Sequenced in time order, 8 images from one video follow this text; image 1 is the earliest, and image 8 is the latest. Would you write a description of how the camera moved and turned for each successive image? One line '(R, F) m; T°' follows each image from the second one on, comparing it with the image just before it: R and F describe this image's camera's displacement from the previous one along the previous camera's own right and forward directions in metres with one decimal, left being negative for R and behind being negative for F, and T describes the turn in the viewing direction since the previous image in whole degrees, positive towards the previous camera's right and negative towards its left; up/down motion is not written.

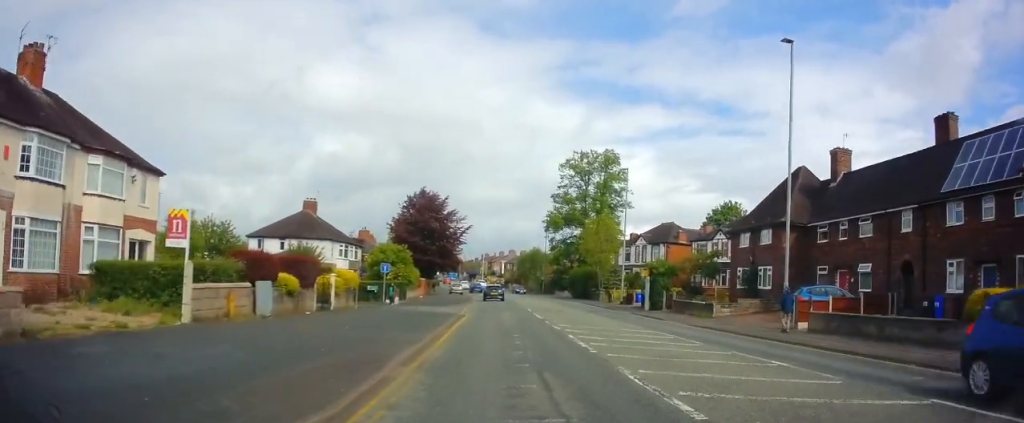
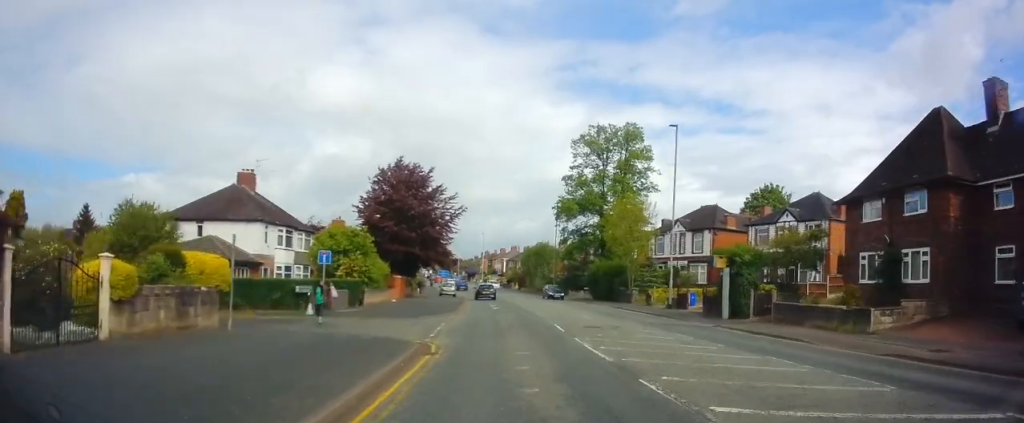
(+0.4, +14.5) m; +1°
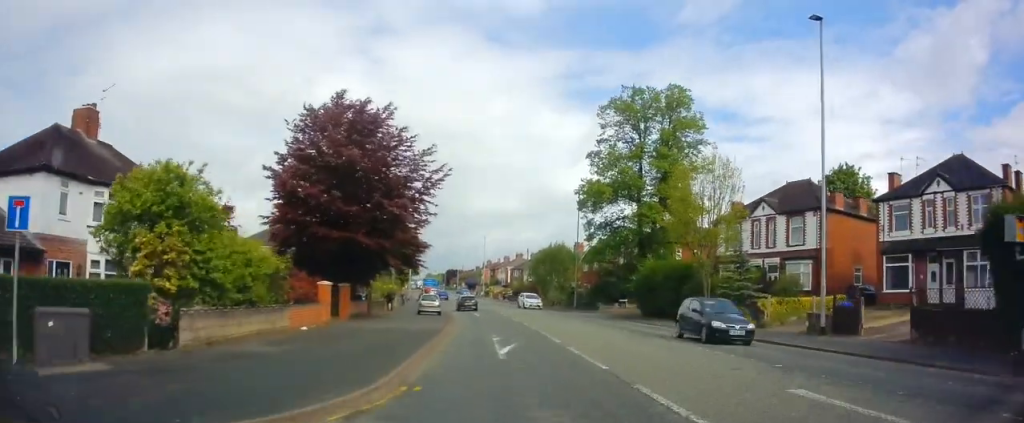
(-0.2, +18.6) m; -1°
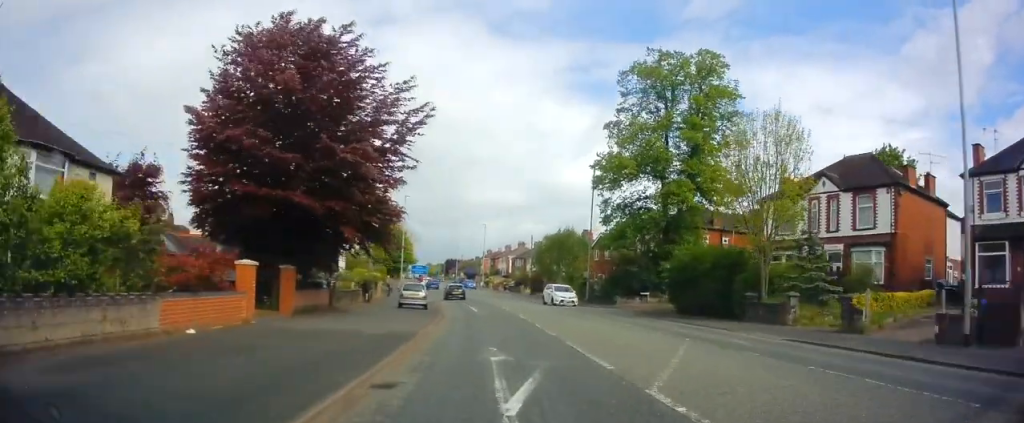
(-0.1, +7.7) m; 0°
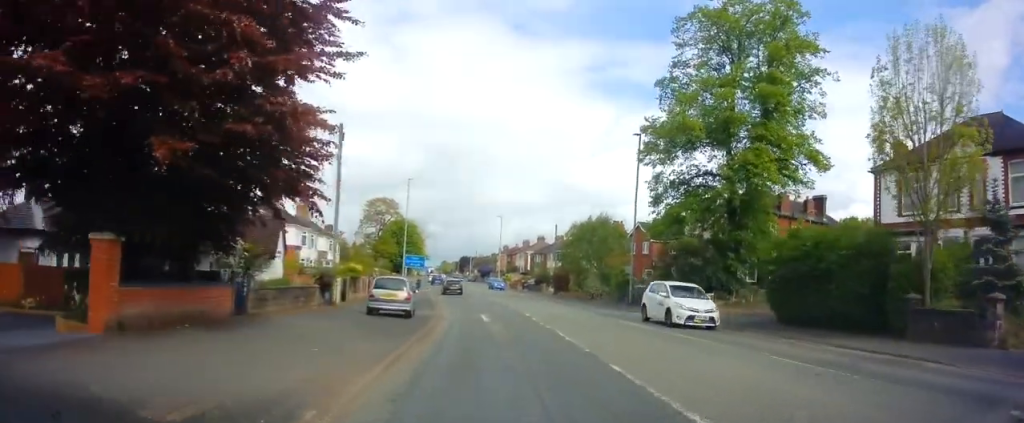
(0.0, +10.8) m; -1°
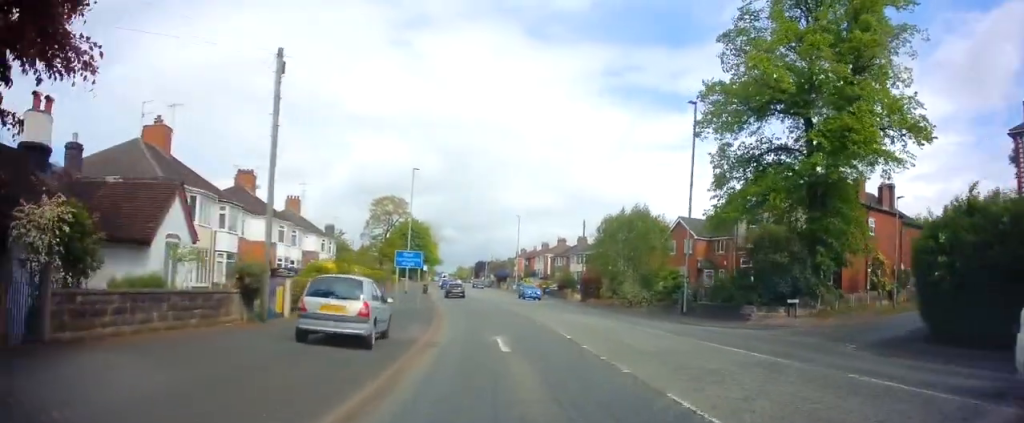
(-0.1, +8.7) m; -1°
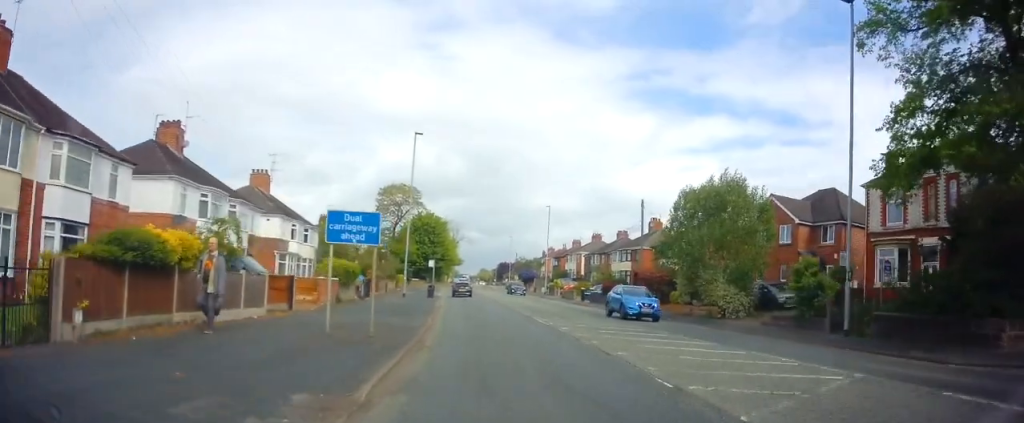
(-0.3, +14.1) m; -2°
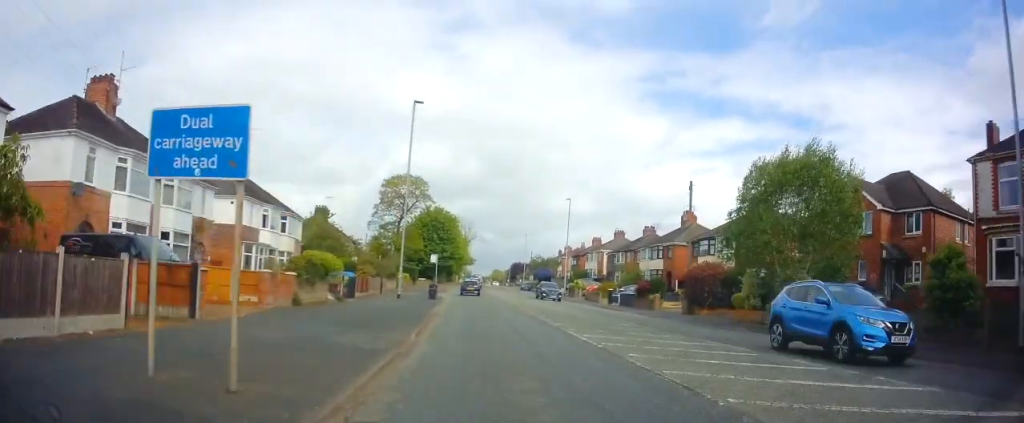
(0.0, +7.6) m; -2°
